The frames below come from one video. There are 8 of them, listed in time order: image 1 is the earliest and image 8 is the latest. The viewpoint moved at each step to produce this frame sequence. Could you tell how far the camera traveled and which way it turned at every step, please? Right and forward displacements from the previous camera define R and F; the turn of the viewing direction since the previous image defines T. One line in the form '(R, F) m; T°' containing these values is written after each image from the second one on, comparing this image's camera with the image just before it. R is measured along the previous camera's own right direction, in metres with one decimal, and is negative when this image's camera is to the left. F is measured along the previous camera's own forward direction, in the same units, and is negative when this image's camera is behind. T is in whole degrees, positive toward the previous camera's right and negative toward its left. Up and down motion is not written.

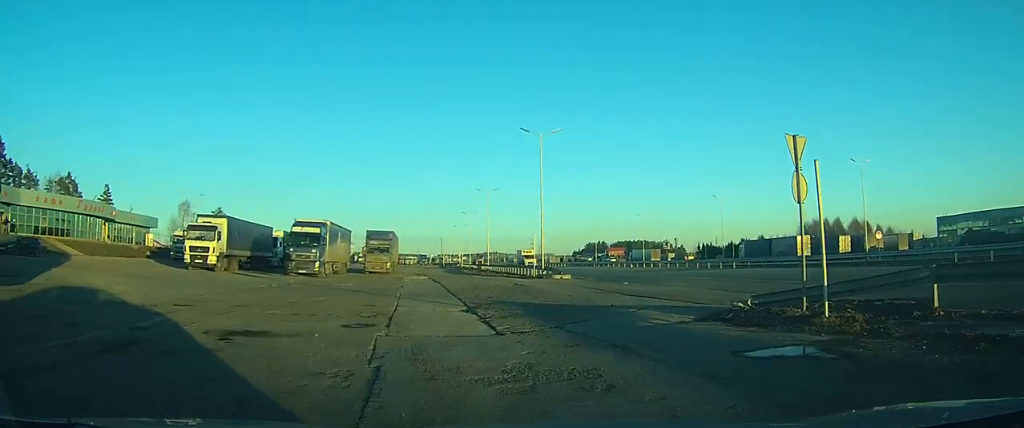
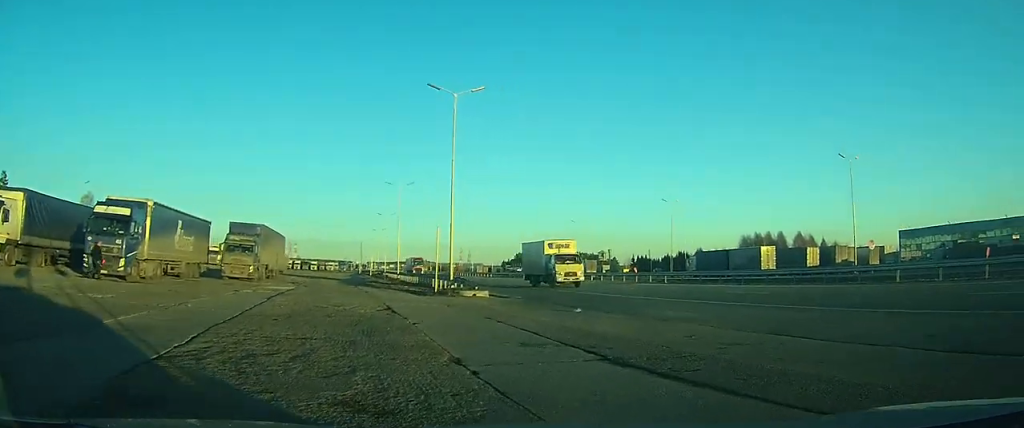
(-0.2, +9.7) m; +1°
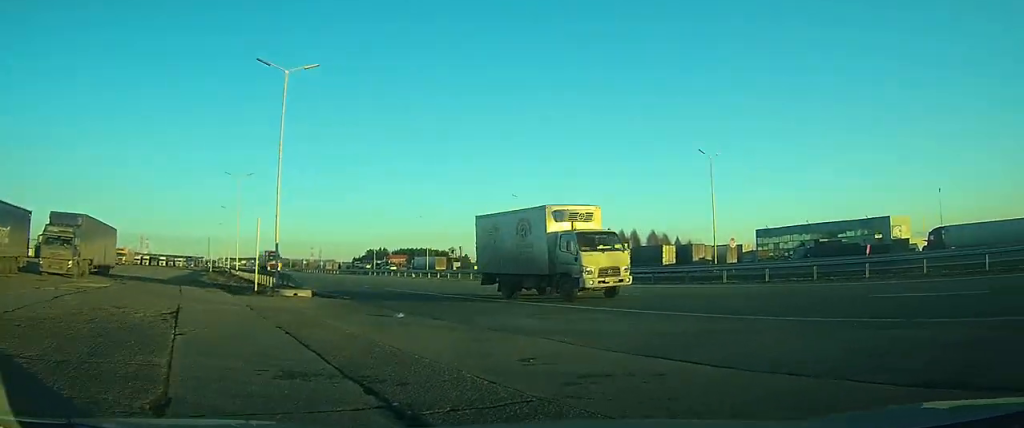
(+0.1, +2.6) m; +4°
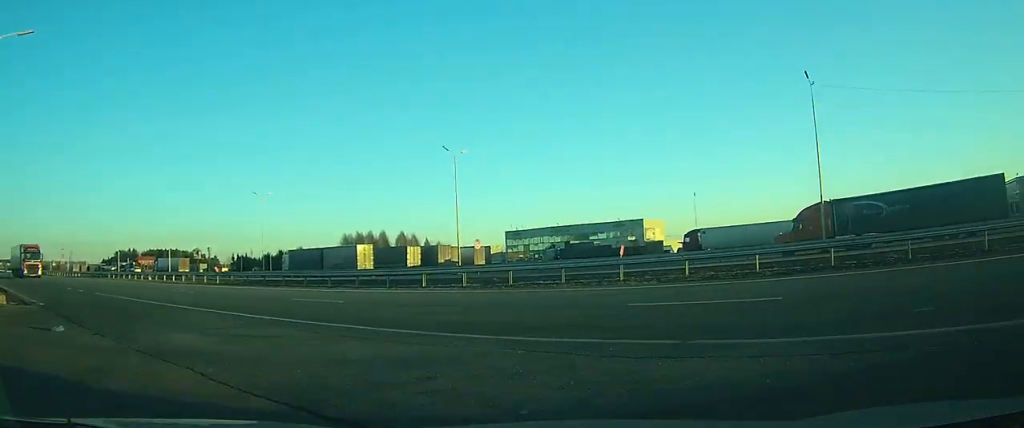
(+0.1, +3.4) m; +8°
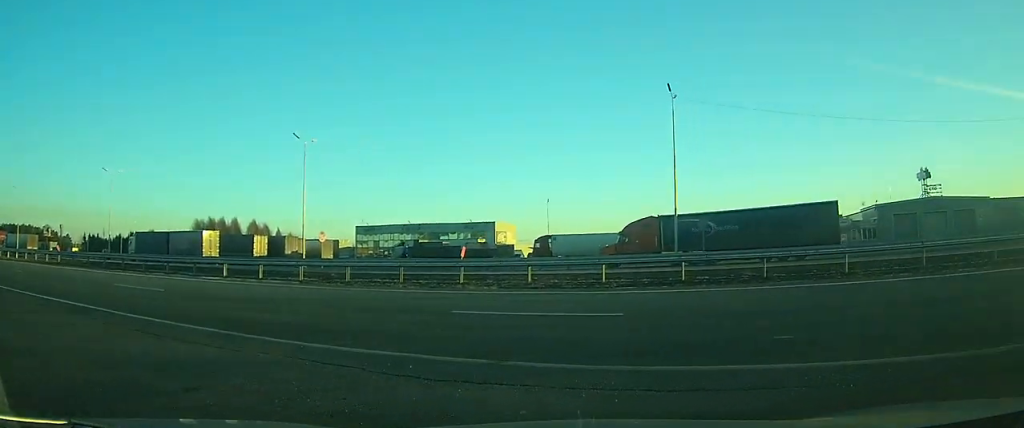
(+0.3, +1.7) m; +14°
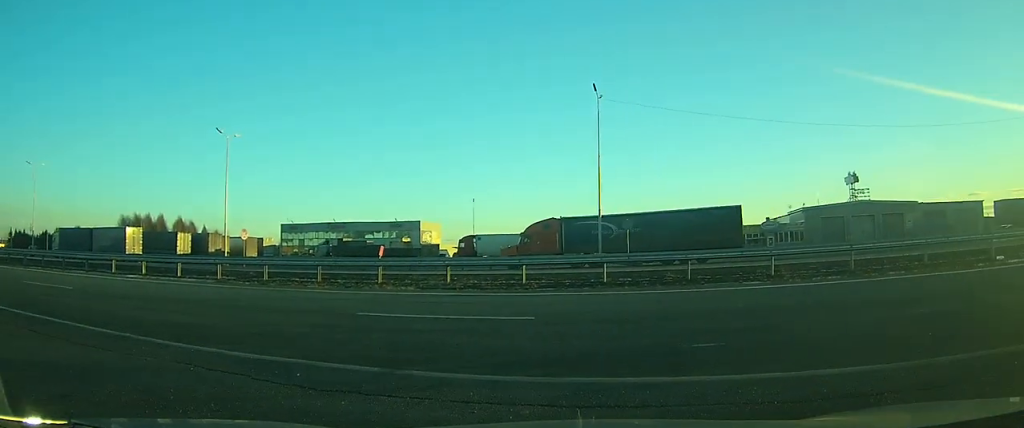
(0.0, +1.5) m; +14°
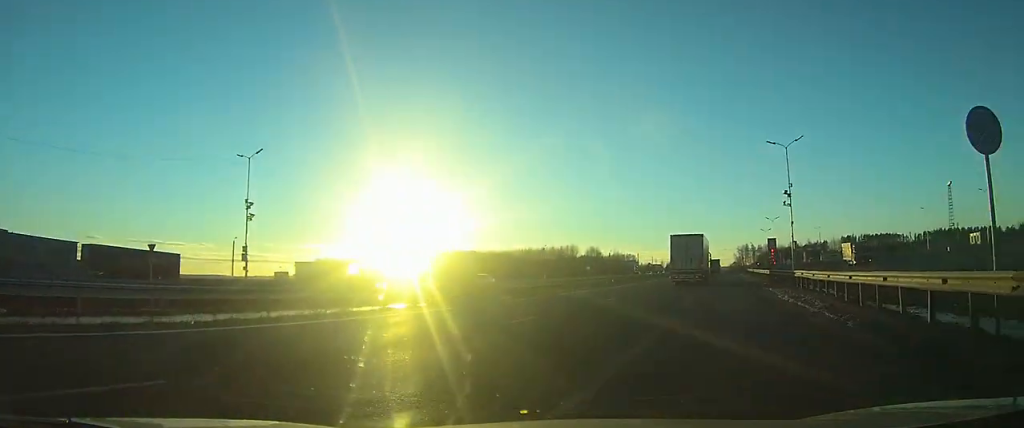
(+8.9, +2.8) m; +102°
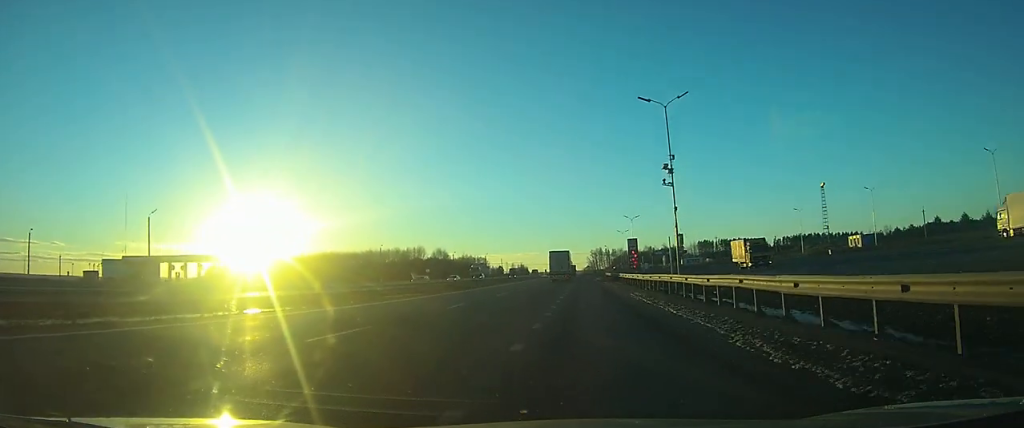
(+2.2, +12.7) m; +12°
